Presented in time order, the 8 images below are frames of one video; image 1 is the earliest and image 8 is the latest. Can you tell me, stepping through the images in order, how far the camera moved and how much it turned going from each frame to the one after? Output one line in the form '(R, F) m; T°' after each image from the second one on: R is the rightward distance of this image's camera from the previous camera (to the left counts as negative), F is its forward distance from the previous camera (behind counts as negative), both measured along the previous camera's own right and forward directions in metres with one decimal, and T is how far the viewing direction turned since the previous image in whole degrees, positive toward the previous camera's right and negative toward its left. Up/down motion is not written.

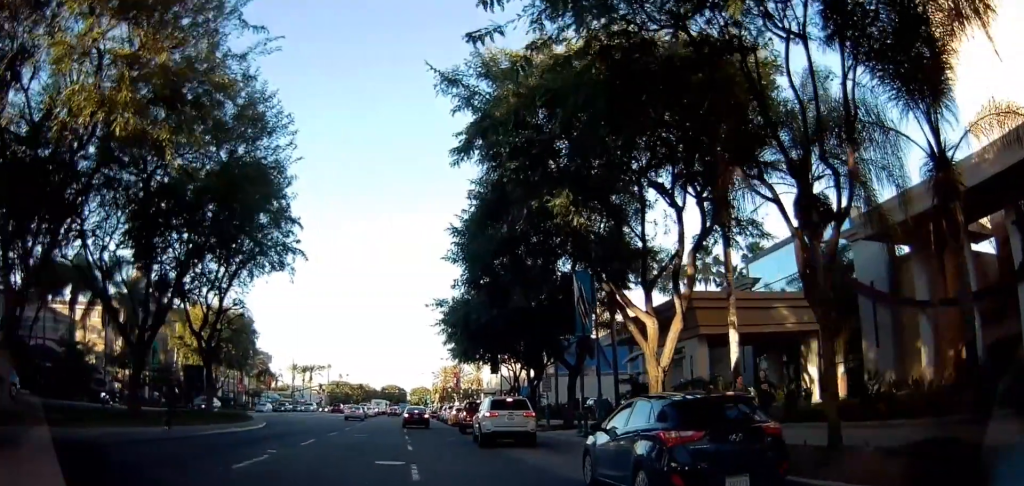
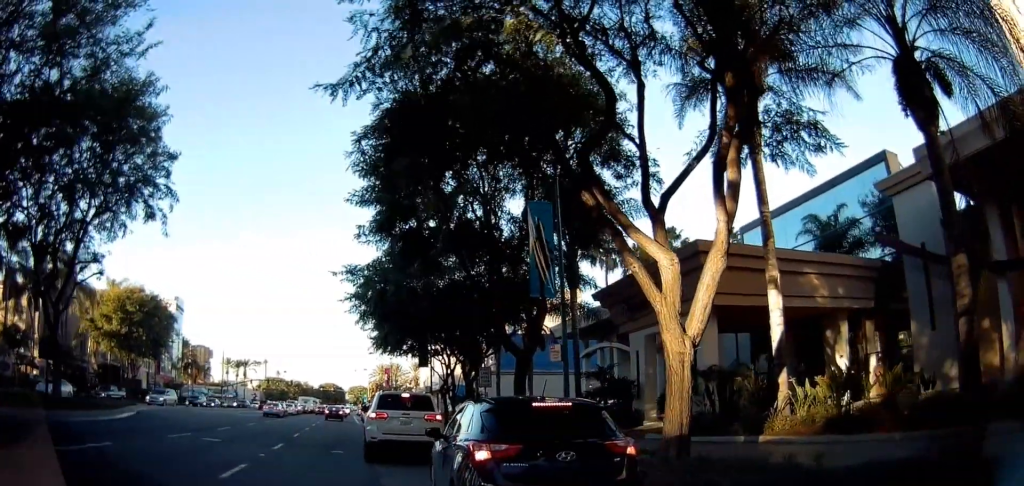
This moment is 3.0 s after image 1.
(+0.2, +8.9) m; +12°
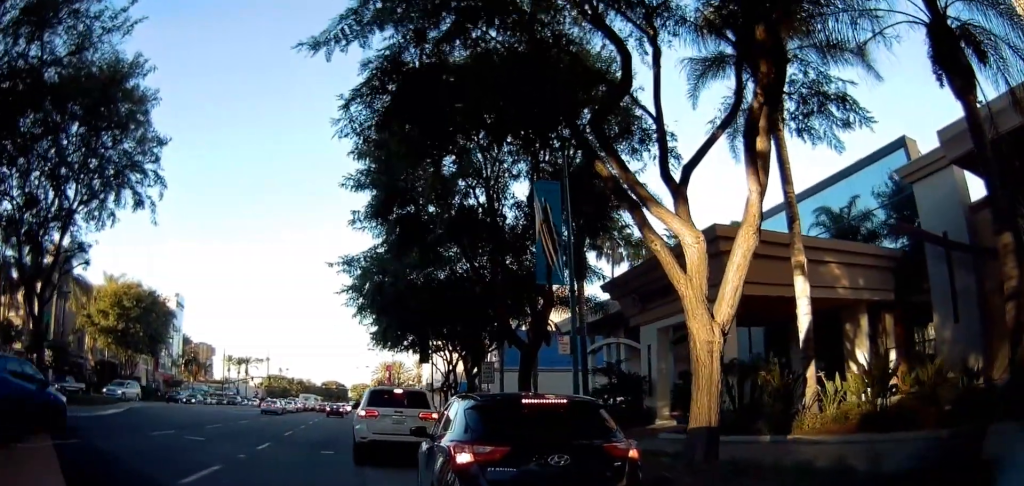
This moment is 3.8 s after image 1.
(+0.5, +1.4) m; +1°
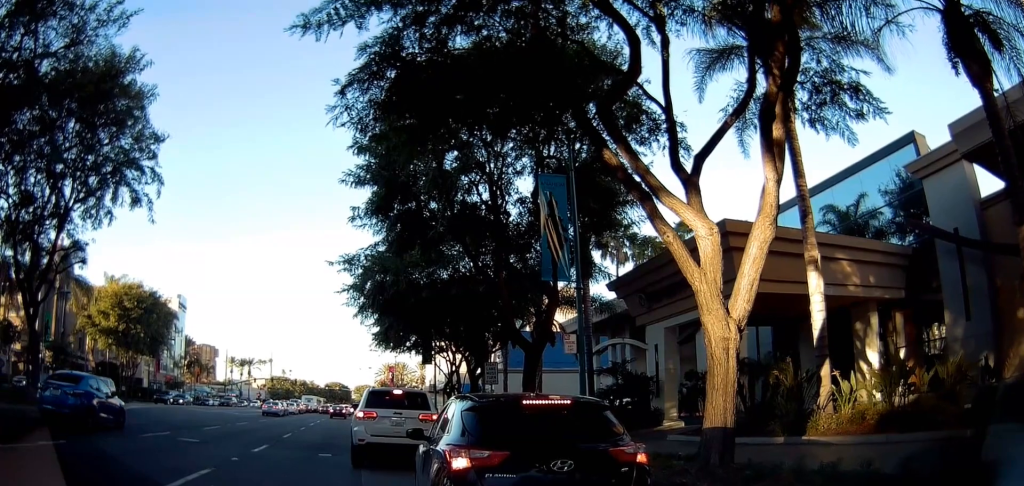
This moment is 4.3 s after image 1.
(-0.1, +0.7) m; 0°
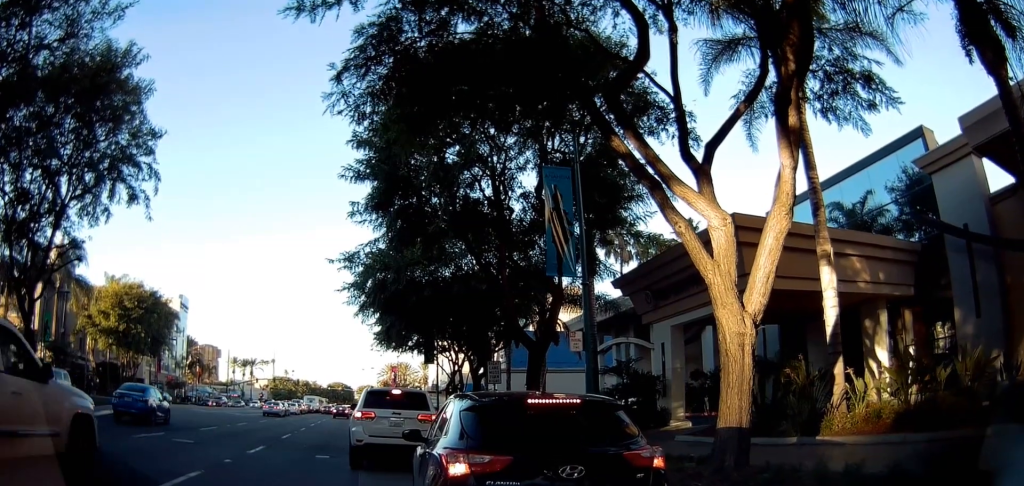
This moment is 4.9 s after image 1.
(-0.4, +0.8) m; 0°
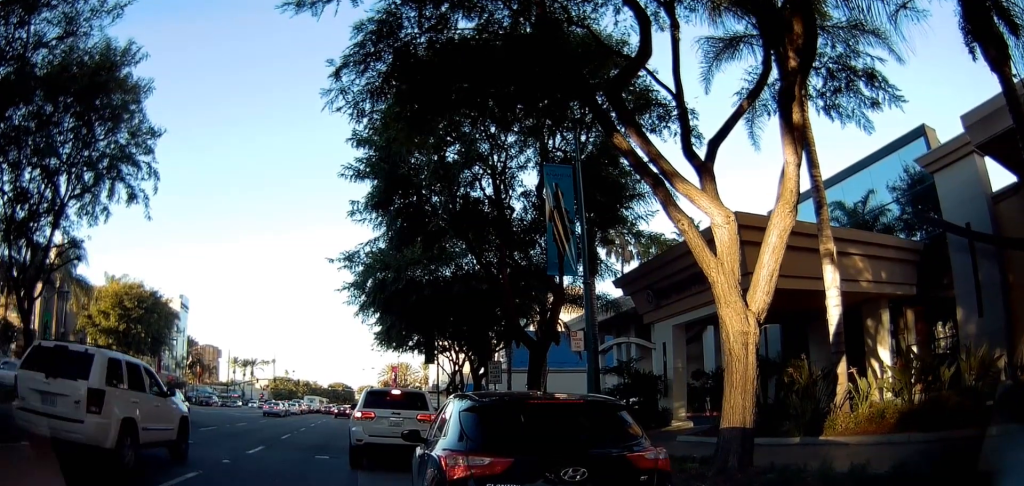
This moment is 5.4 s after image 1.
(-0.1, +0.3) m; 0°
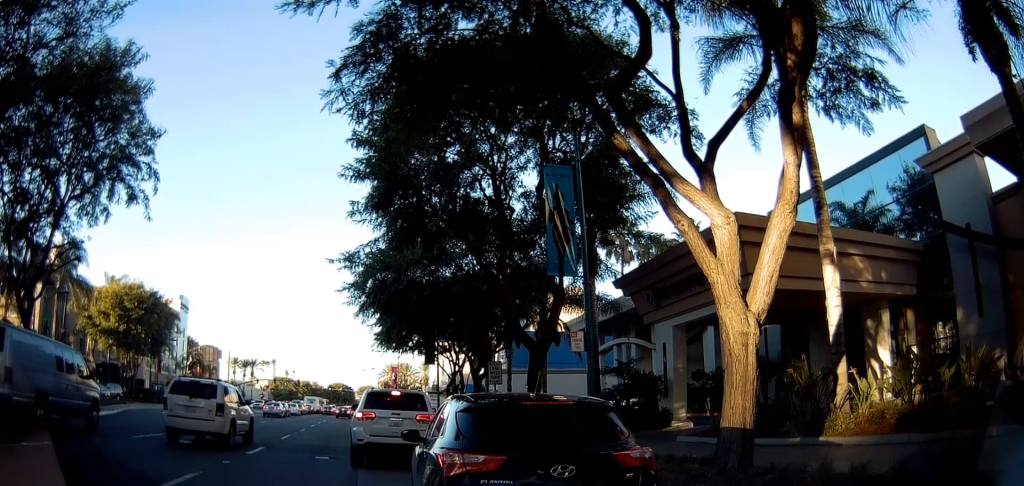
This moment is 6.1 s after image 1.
(-0.1, +0.3) m; 0°
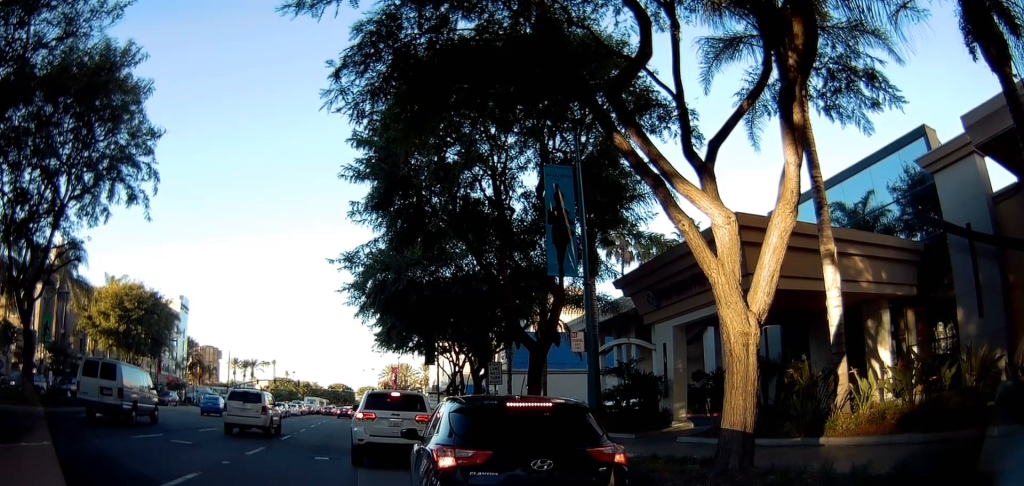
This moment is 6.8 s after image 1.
(0.0, 0.0) m; 0°
